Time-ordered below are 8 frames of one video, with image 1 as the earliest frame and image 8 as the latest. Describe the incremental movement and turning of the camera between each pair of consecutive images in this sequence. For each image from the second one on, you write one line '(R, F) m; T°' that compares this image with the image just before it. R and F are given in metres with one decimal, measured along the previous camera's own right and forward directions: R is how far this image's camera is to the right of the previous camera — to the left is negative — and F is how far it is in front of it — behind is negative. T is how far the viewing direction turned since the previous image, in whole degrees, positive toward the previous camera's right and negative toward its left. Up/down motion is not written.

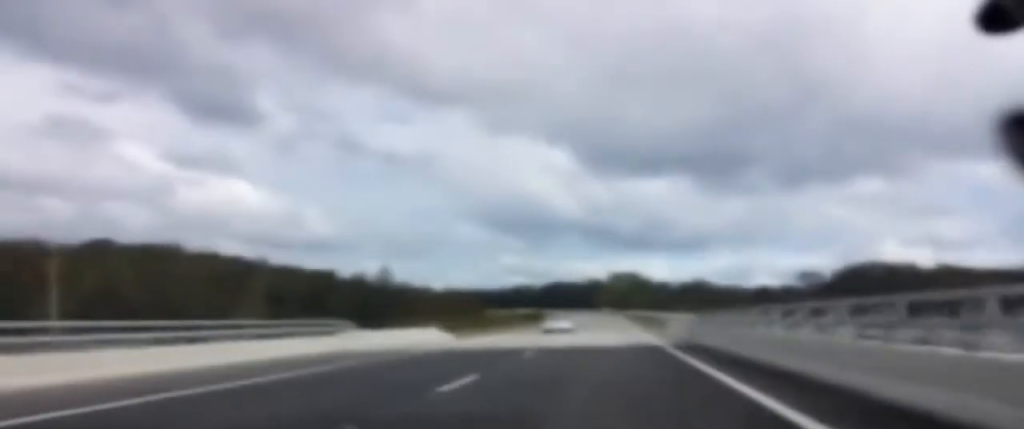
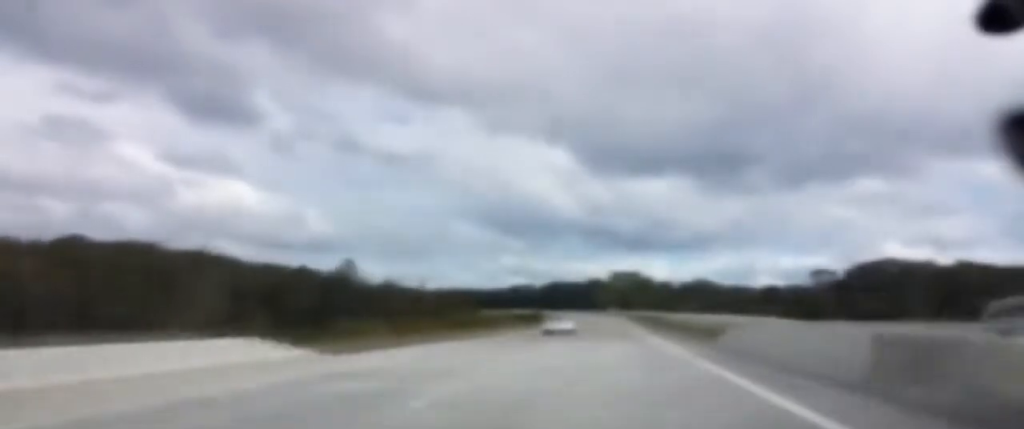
(0.0, +25.5) m; 0°
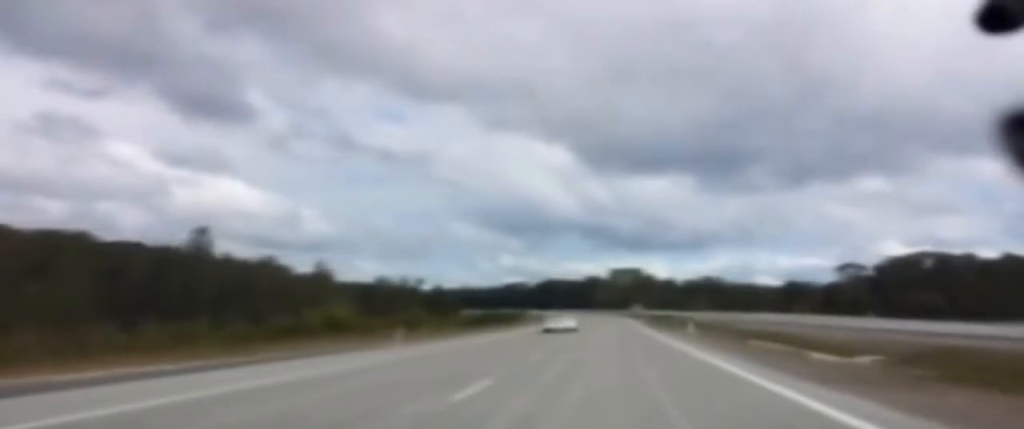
(+0.6, +55.1) m; +1°
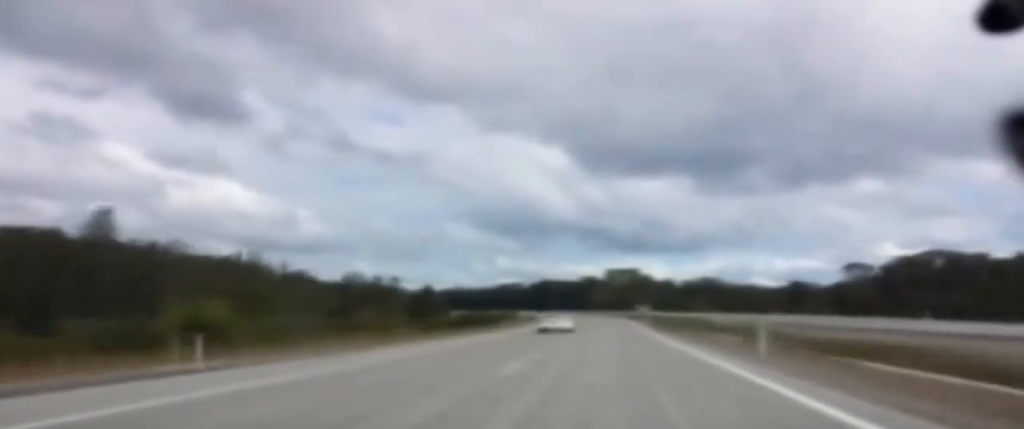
(-0.1, +18.4) m; 0°
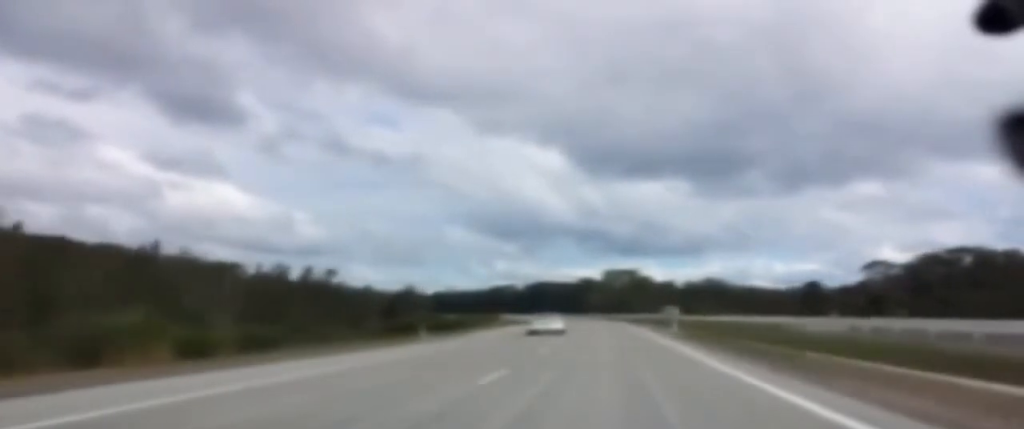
(0.0, +35.5) m; 0°
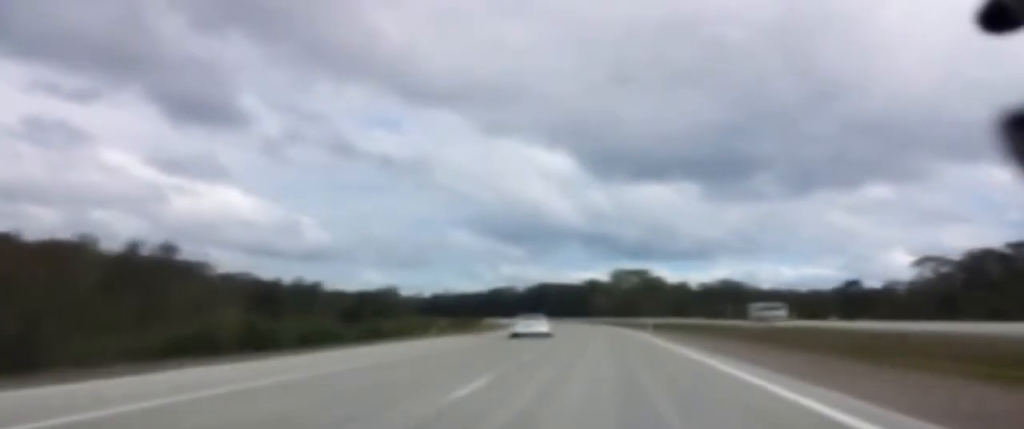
(0.0, +47.7) m; -1°
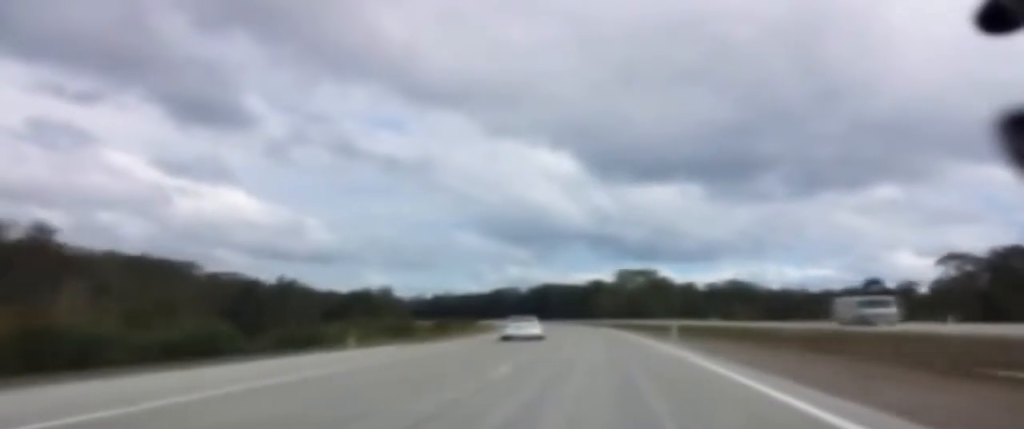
(0.0, +18.3) m; -1°
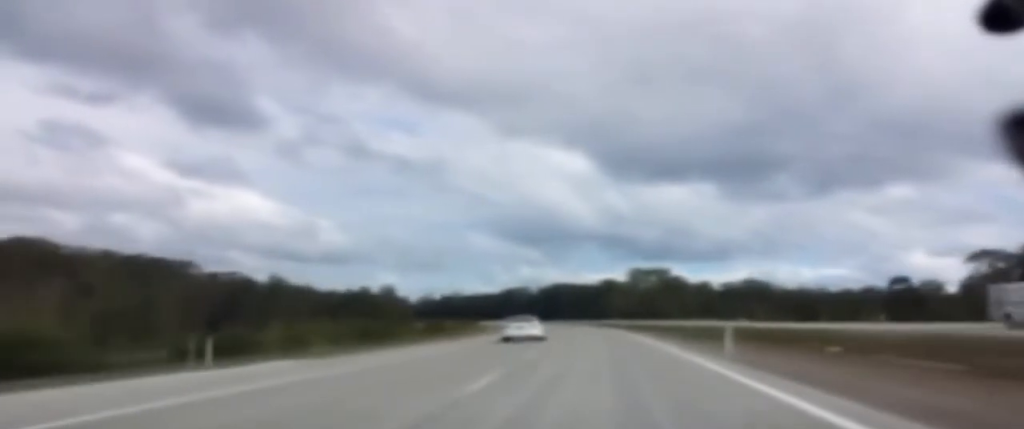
(-0.2, +14.3) m; 0°
